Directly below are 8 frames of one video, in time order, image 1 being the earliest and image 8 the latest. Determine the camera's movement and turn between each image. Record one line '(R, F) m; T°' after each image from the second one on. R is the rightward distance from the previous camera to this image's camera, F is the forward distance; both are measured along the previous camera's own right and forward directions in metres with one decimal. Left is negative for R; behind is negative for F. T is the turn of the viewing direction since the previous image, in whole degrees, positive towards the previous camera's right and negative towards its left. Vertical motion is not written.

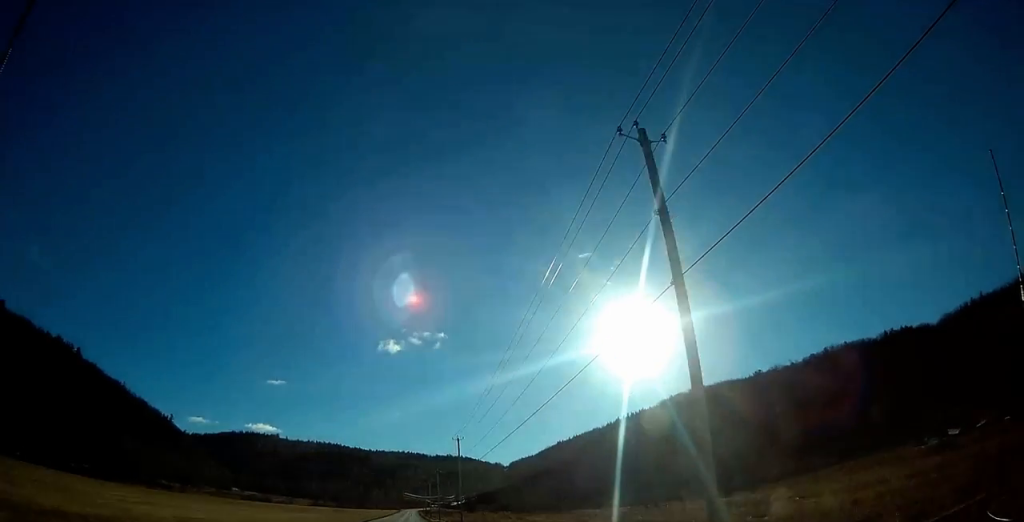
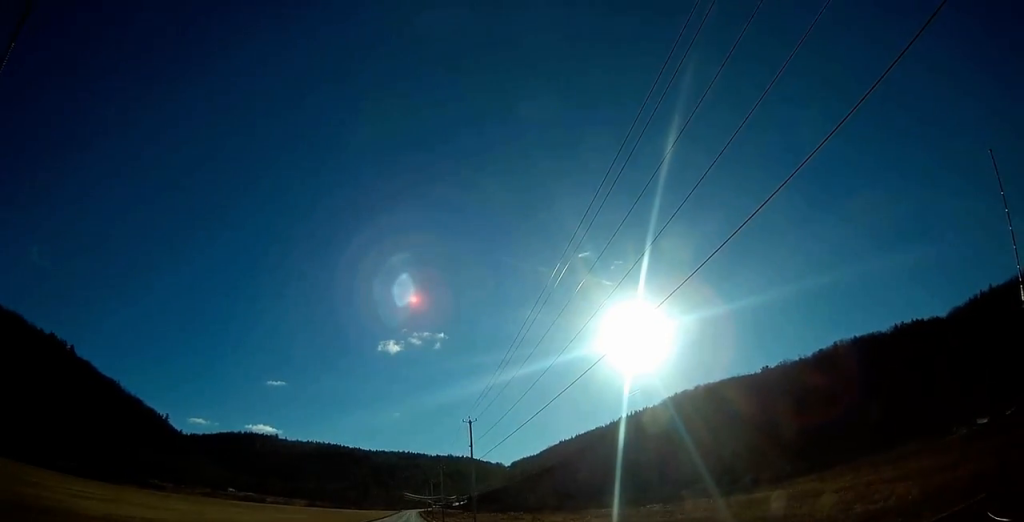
(0.0, +12.9) m; 0°
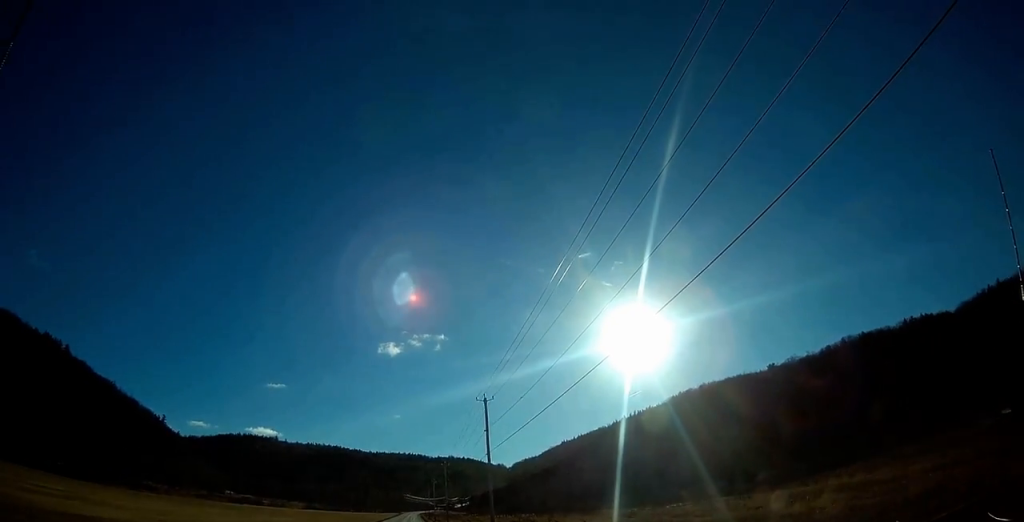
(+0.1, +10.4) m; 0°
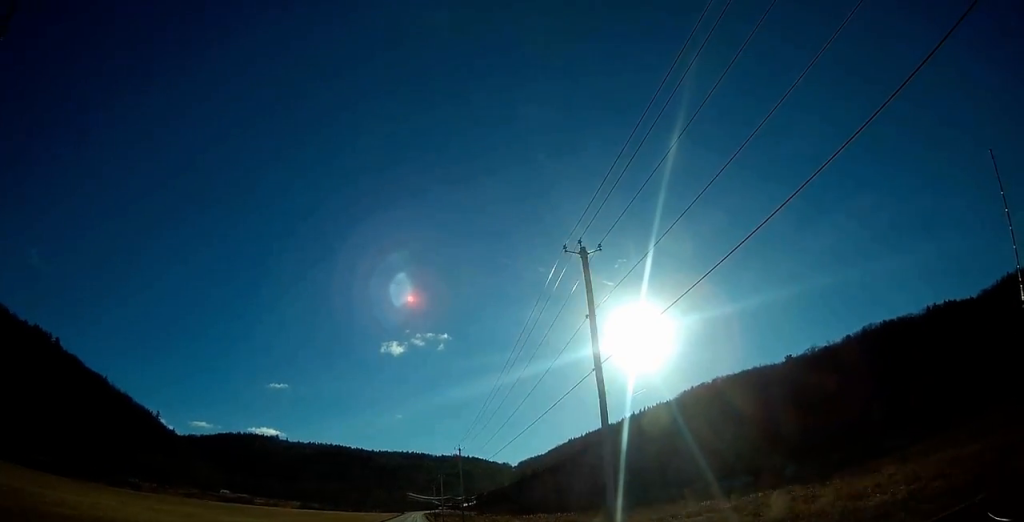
(-0.4, +23.5) m; 0°
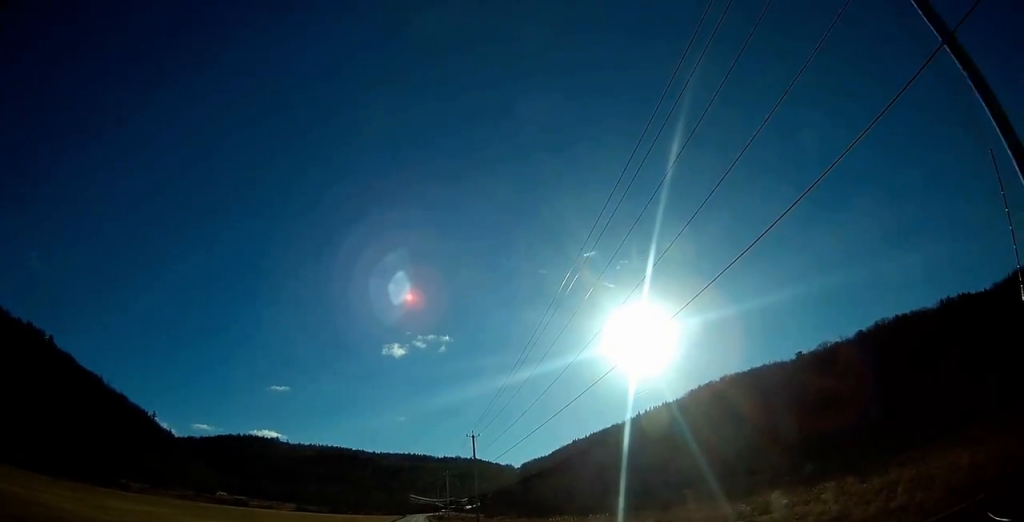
(+0.2, +13.8) m; 0°
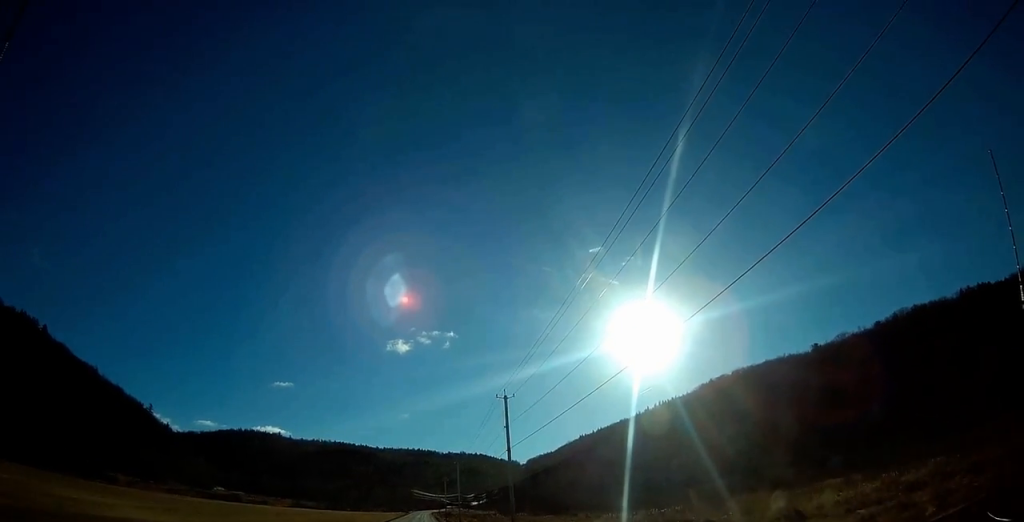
(+0.1, +17.3) m; 0°
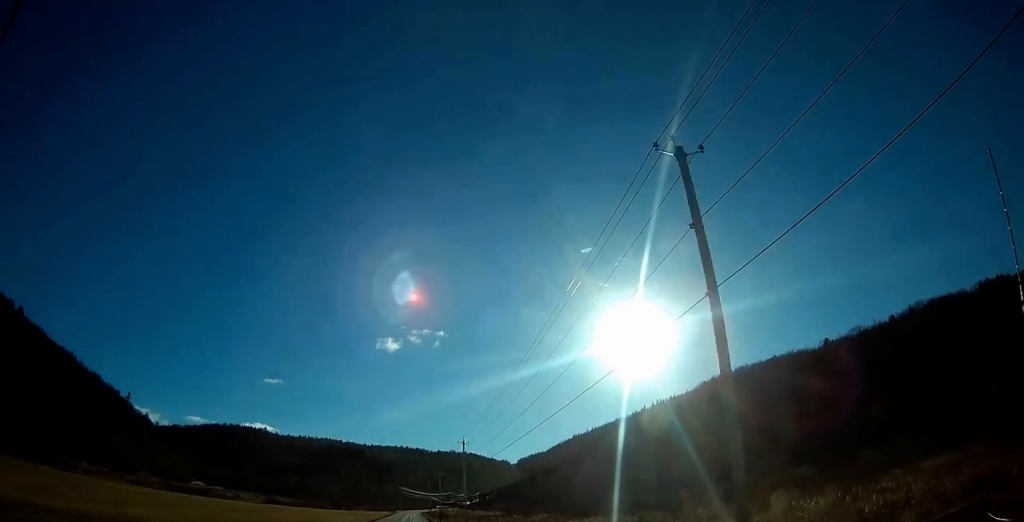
(-0.2, +27.6) m; 0°
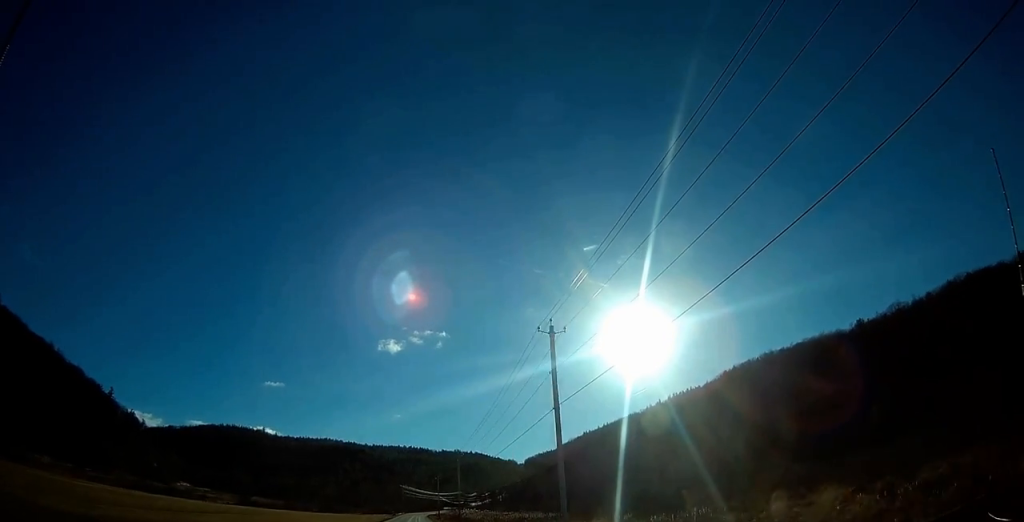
(+0.4, +39.6) m; +1°
